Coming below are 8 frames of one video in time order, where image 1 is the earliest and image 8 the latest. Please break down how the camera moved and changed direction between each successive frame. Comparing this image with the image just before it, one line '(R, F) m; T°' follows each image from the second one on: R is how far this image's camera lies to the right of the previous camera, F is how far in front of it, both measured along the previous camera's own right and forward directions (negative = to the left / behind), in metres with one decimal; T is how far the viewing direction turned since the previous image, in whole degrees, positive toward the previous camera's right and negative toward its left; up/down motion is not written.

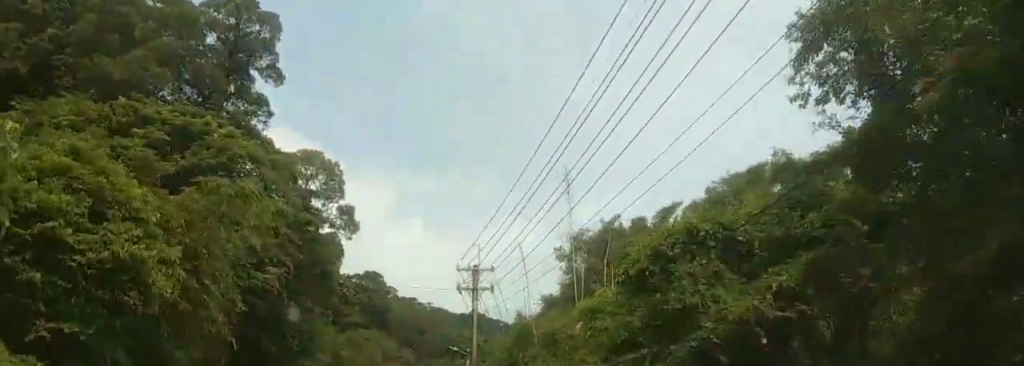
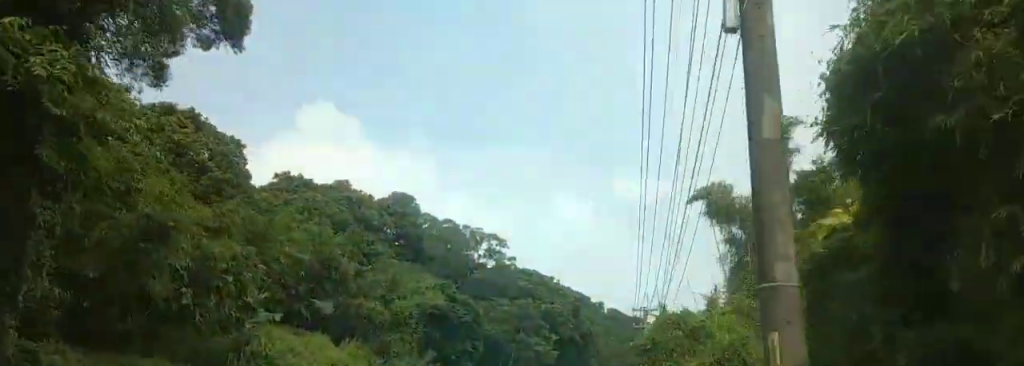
(-0.7, +27.6) m; +2°
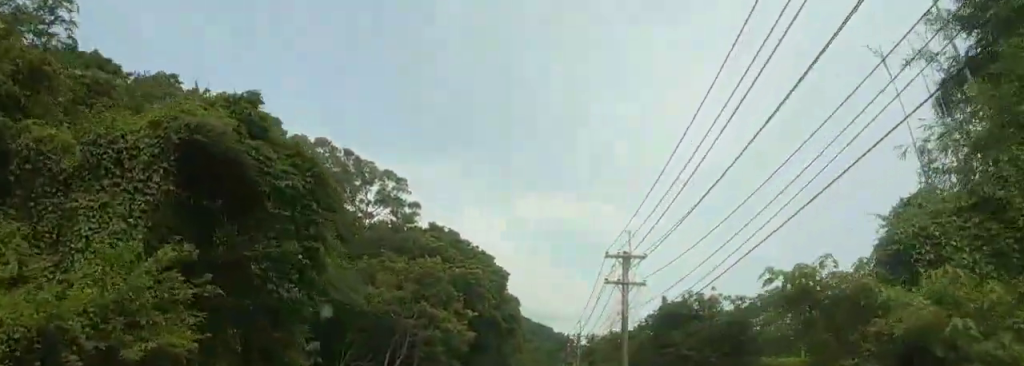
(+2.0, +21.1) m; +9°
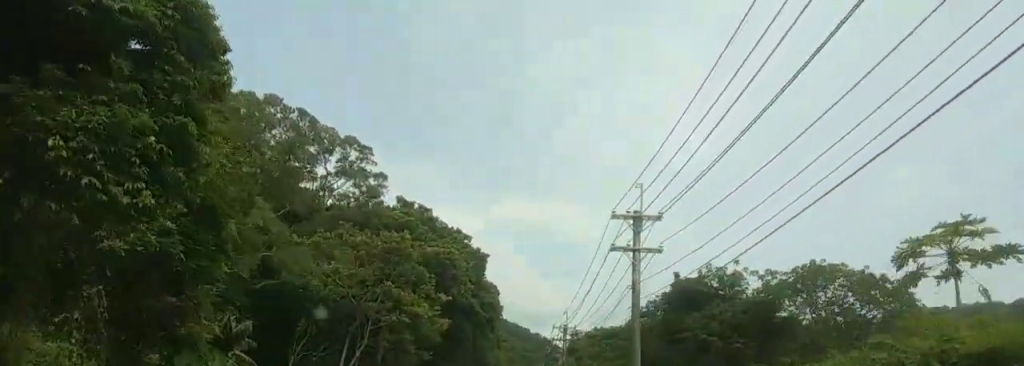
(+0.2, +6.7) m; 0°
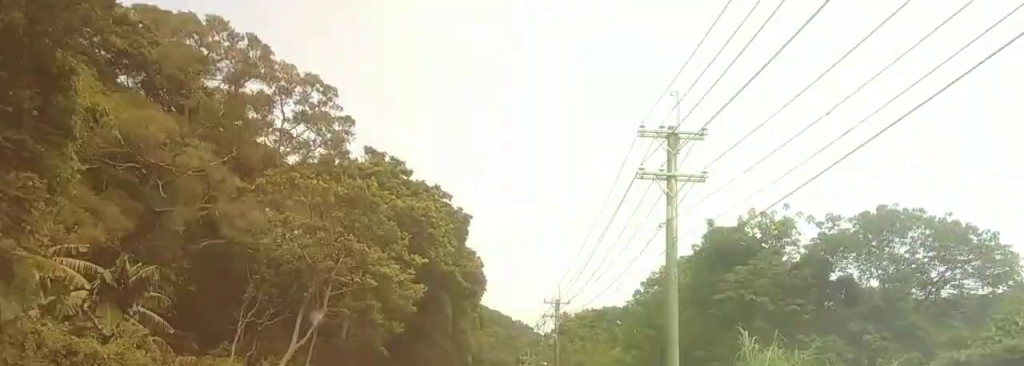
(-0.1, +7.0) m; -1°
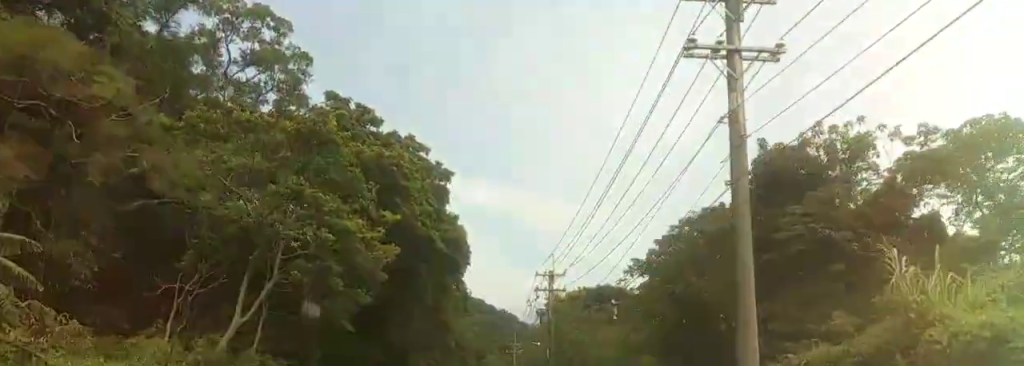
(-0.2, +6.4) m; -1°
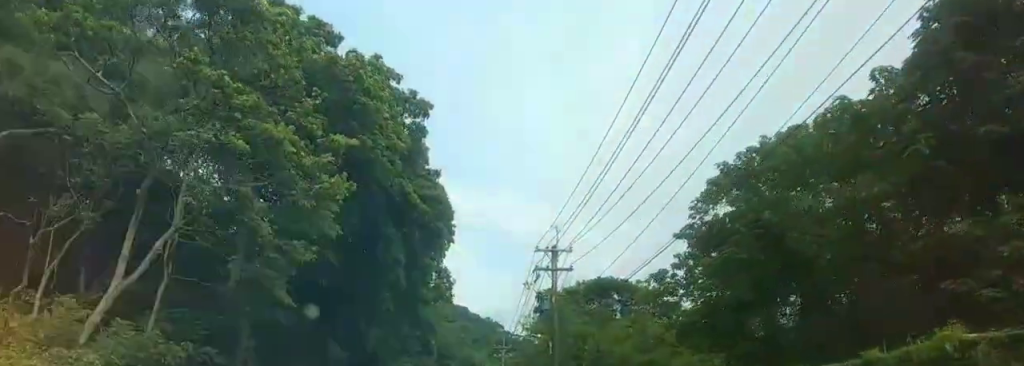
(+0.2, +9.4) m; +1°
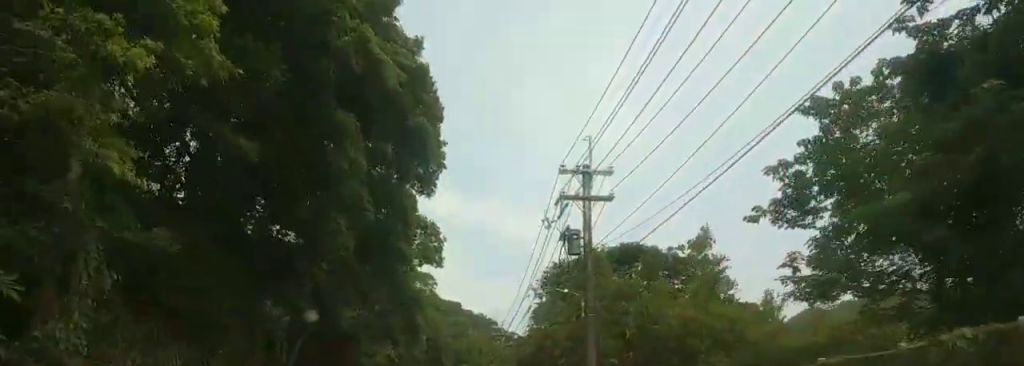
(+0.1, +11.4) m; +3°
